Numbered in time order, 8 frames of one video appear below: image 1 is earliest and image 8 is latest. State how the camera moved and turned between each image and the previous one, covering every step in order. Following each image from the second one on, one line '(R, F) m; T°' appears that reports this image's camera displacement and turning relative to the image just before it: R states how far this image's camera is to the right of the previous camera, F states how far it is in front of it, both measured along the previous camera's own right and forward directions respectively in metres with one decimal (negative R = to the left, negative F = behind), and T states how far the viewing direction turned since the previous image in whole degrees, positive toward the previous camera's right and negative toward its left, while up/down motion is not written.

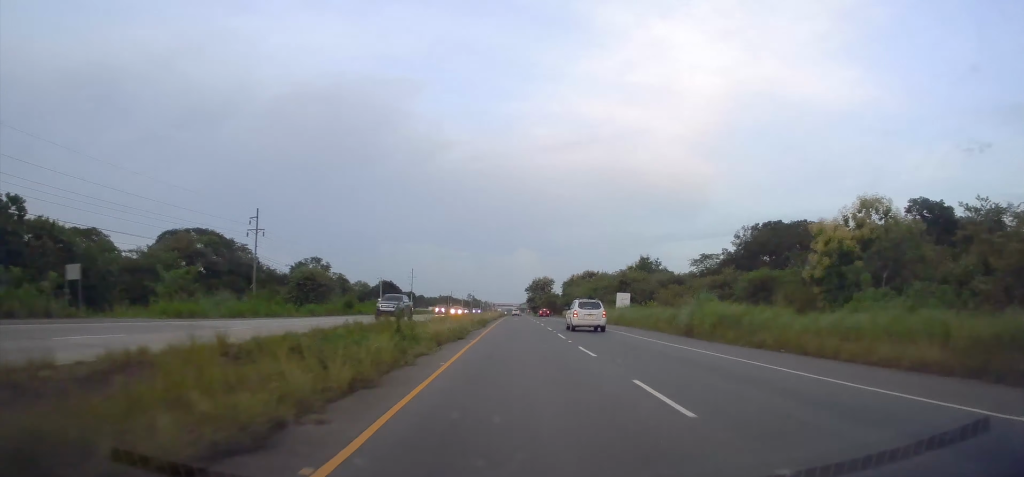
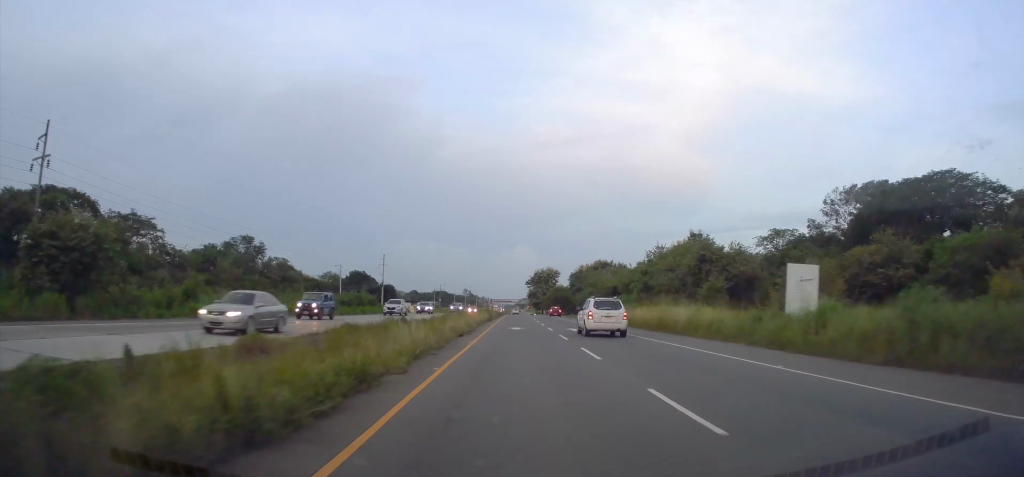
(+0.2, +34.8) m; 0°
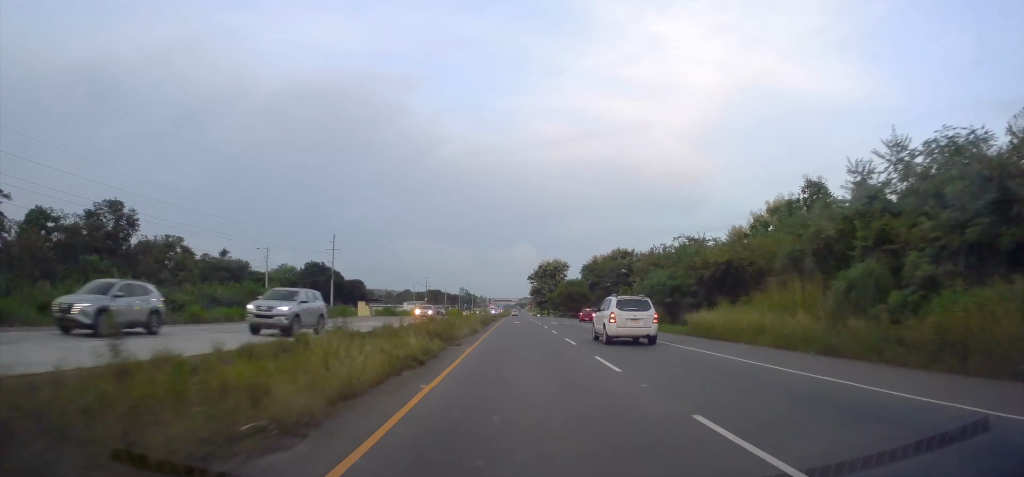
(-0.5, +36.0) m; +1°
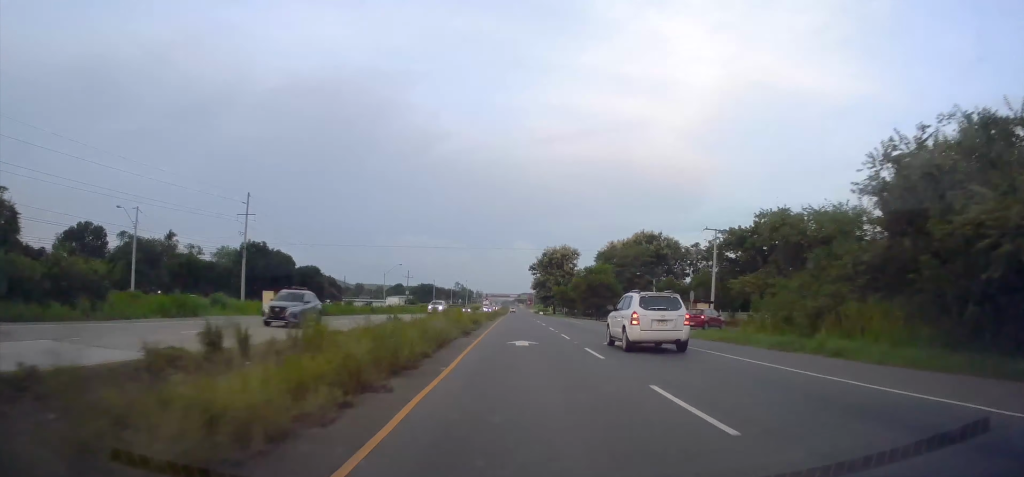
(+0.9, +32.2) m; 0°
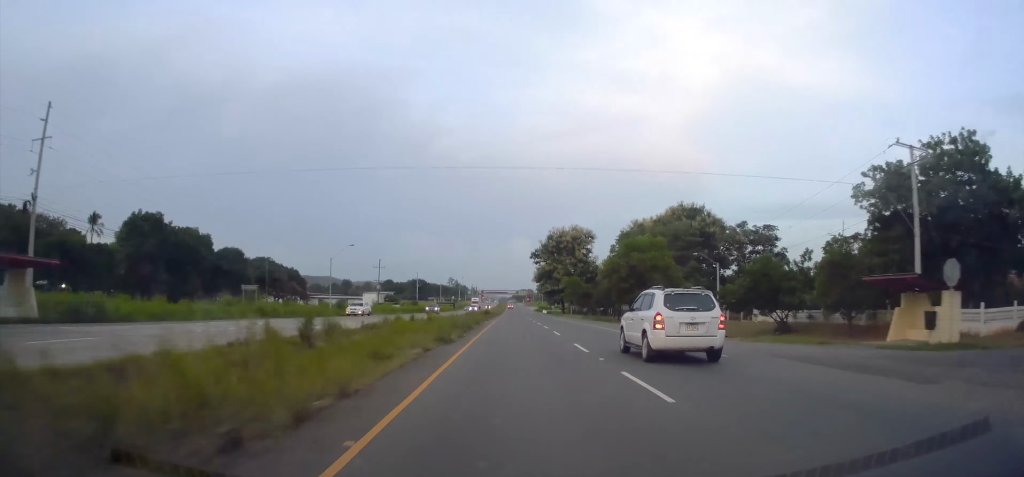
(-0.4, +32.0) m; -1°
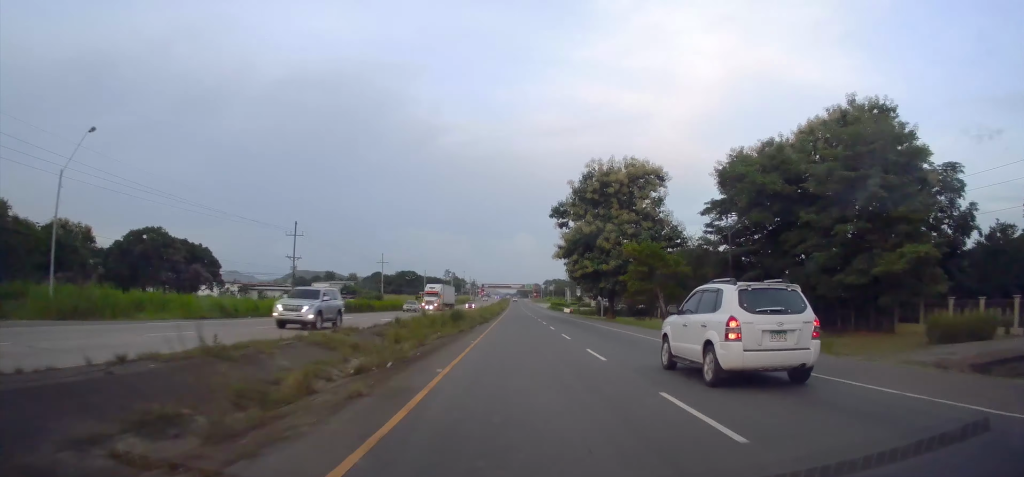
(-0.3, +53.7) m; 0°
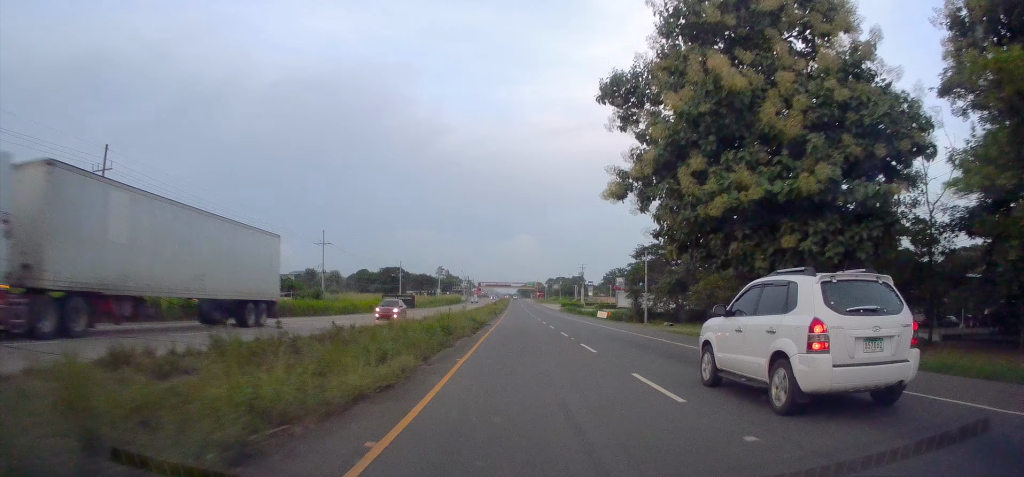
(+0.4, +40.2) m; 0°
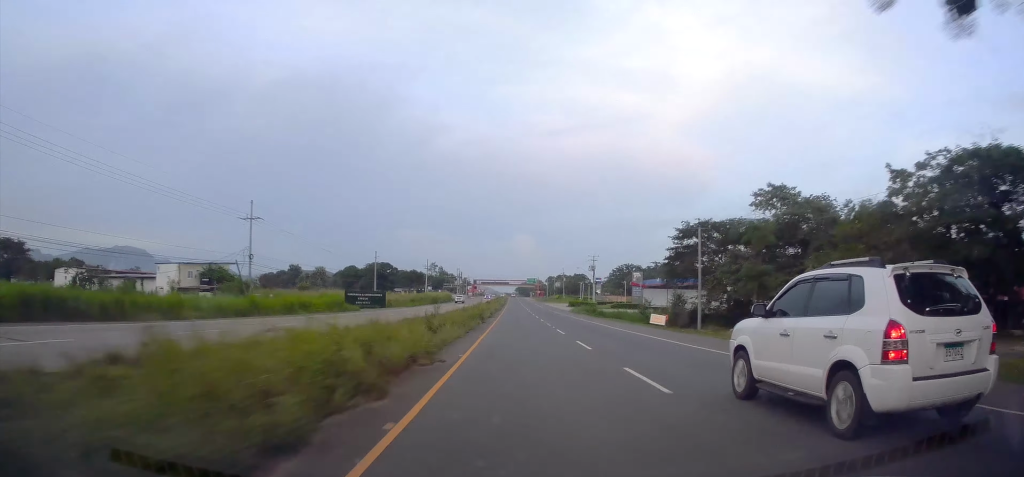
(-0.3, +25.3) m; 0°
